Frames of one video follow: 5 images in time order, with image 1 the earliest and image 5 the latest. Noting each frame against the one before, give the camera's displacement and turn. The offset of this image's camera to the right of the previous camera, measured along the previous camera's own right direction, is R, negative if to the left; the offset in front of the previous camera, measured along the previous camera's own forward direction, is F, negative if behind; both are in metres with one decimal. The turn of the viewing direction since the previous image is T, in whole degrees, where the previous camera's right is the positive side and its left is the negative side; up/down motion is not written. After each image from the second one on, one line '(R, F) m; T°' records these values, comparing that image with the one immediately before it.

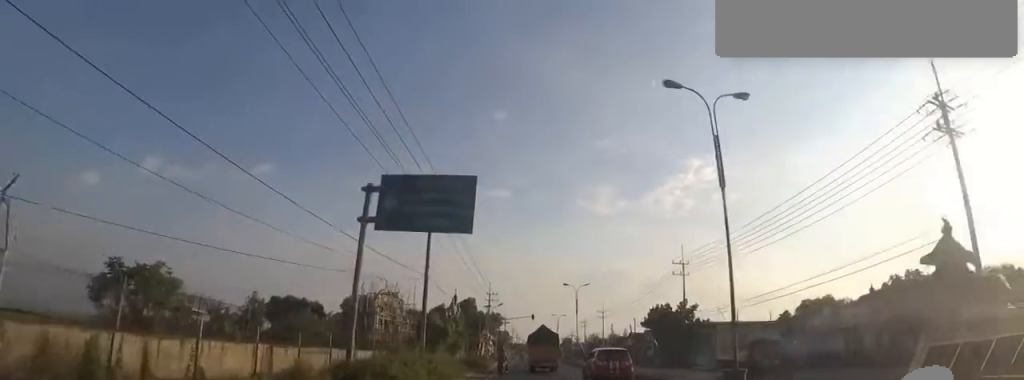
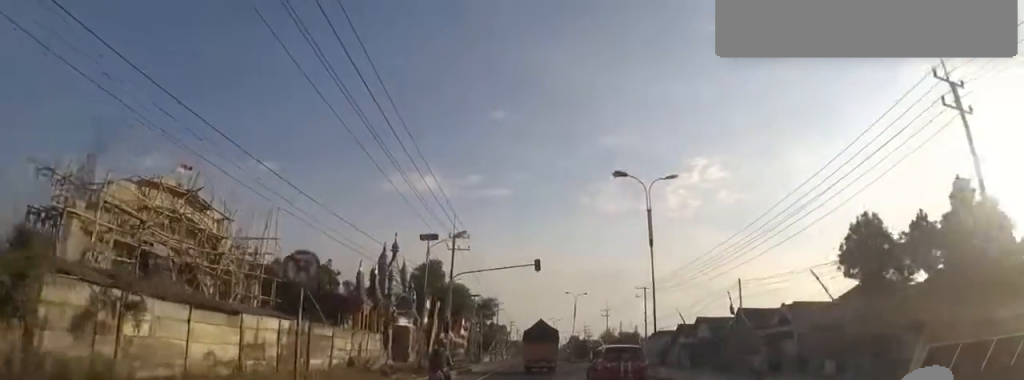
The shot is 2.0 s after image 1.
(+1.9, +36.4) m; +4°
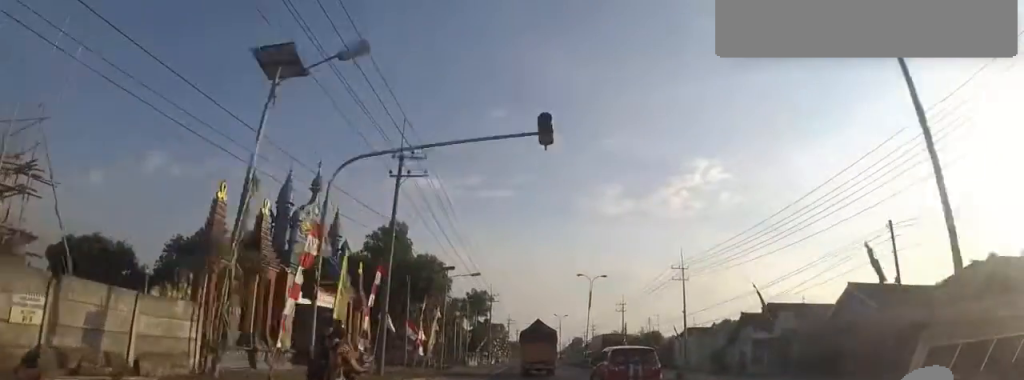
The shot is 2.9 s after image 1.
(-0.2, +16.8) m; -3°
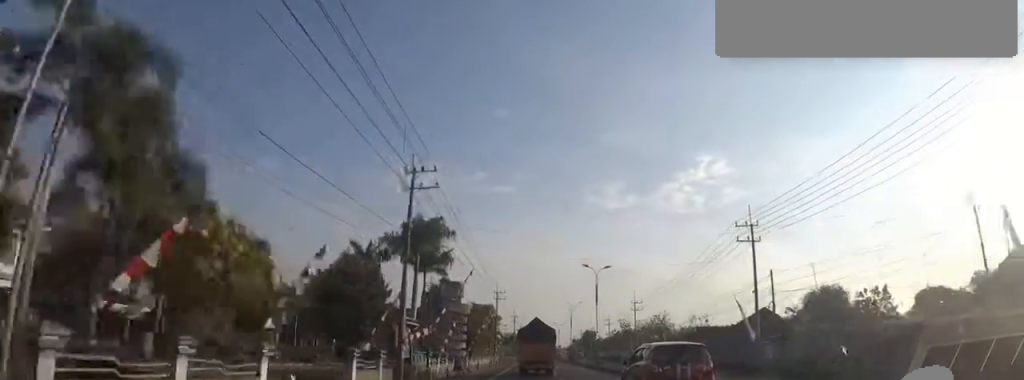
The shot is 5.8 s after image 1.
(-2.0, +51.7) m; +1°
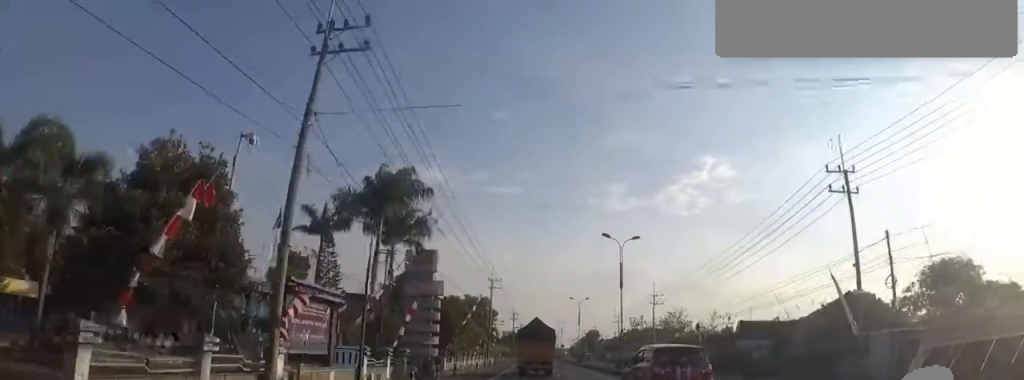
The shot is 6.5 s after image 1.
(+0.6, +12.2) m; +1°
